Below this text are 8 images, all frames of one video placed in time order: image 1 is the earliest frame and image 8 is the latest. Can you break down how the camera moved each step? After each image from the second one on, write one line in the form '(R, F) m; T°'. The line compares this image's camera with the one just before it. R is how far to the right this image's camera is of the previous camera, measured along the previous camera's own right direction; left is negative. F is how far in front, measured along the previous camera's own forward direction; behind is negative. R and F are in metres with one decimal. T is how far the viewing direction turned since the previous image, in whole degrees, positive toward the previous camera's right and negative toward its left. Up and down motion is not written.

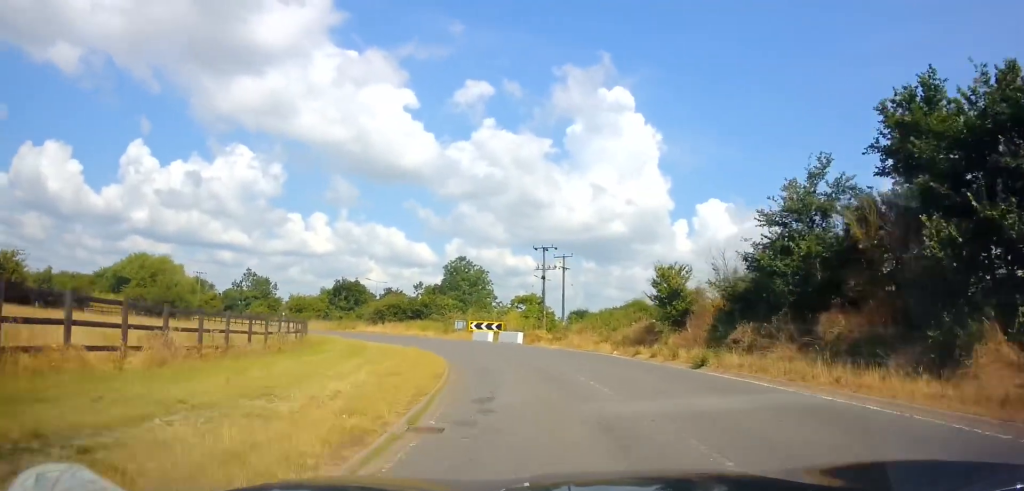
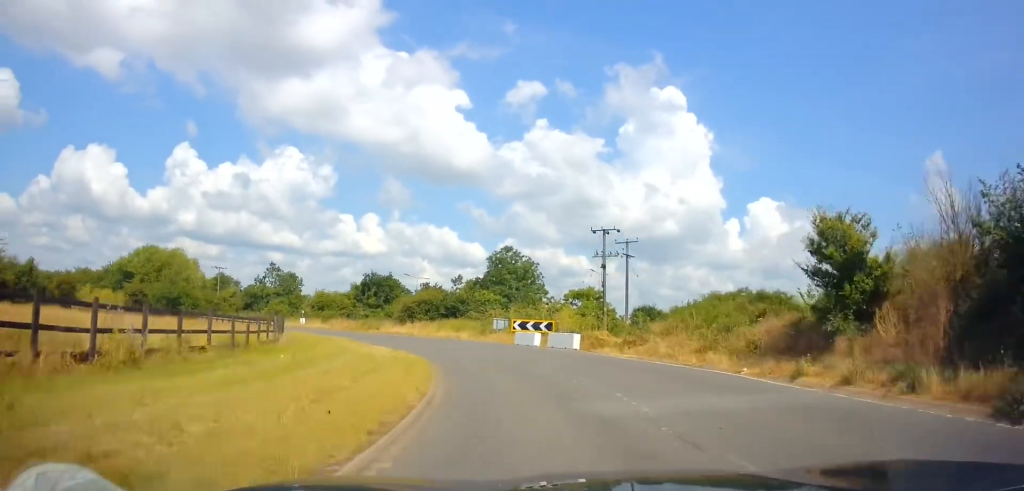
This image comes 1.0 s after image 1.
(-0.3, +10.6) m; -5°
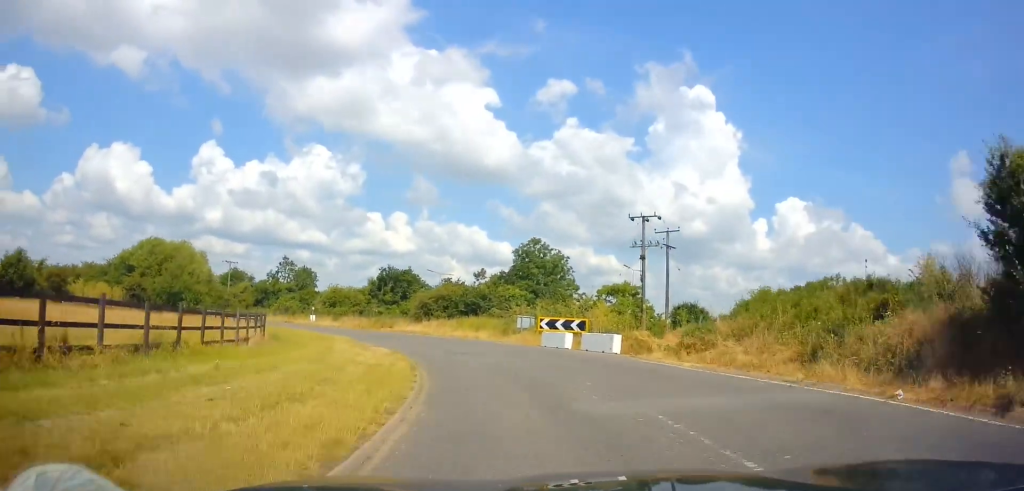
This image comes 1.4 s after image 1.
(-0.3, +5.1) m; -2°
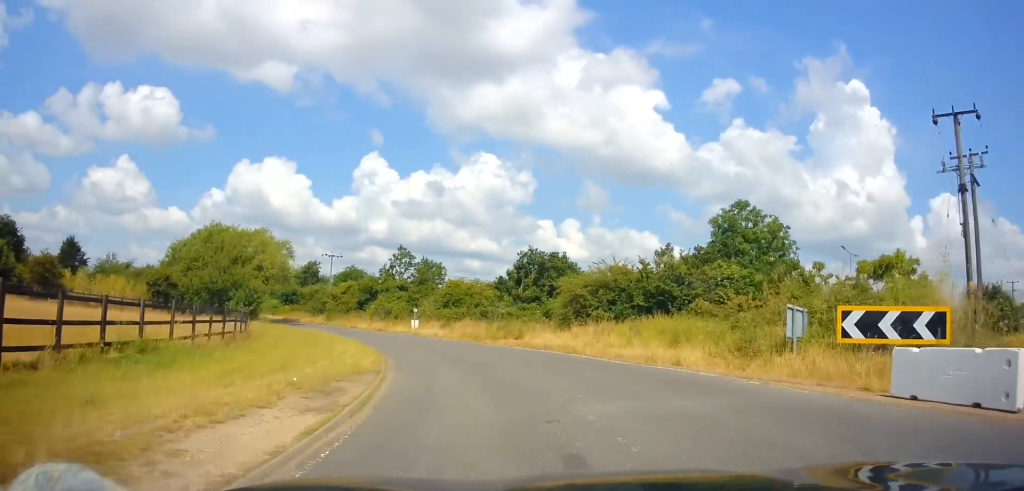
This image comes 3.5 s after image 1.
(-2.8, +21.4) m; -19°
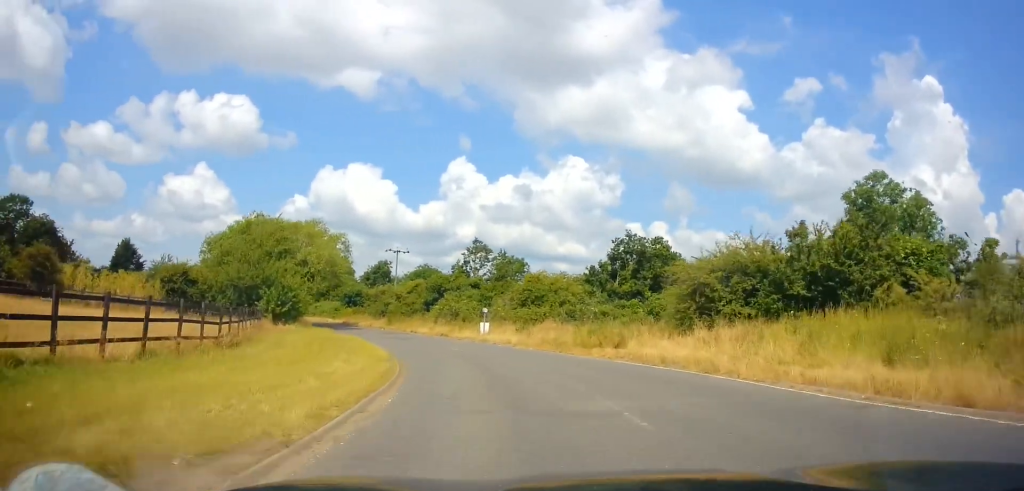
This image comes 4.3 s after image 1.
(-0.8, +8.4) m; -8°
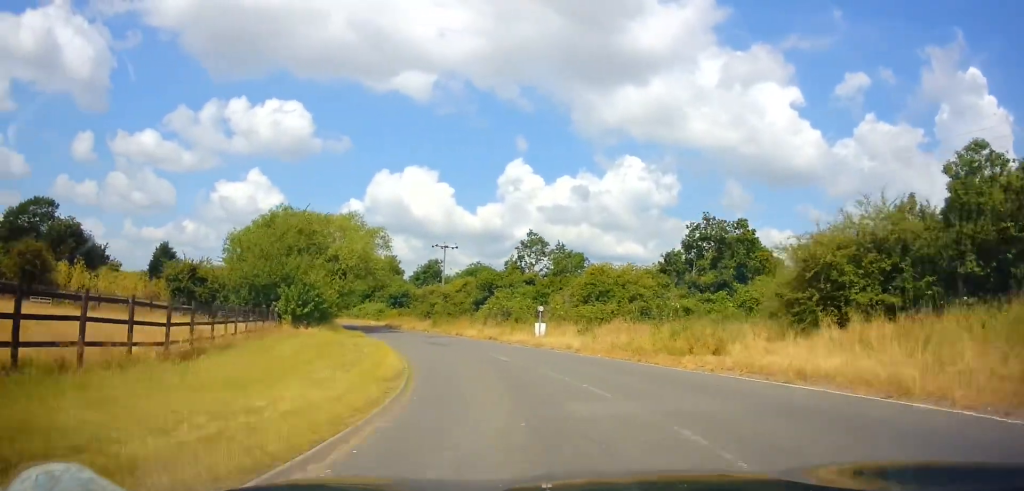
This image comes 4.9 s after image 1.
(-0.1, +6.0) m; -5°
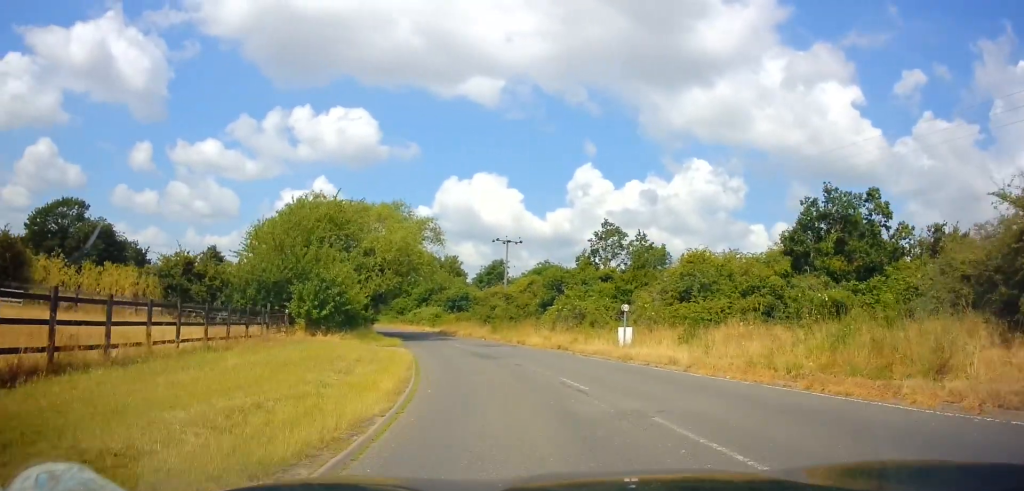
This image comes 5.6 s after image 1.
(-0.4, +7.1) m; -5°
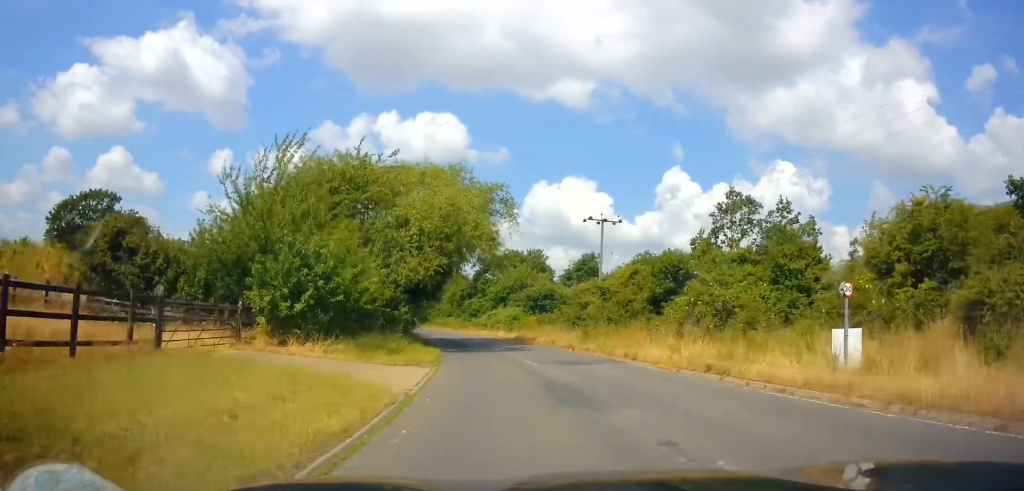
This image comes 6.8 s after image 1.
(-0.8, +11.4) m; -11°
